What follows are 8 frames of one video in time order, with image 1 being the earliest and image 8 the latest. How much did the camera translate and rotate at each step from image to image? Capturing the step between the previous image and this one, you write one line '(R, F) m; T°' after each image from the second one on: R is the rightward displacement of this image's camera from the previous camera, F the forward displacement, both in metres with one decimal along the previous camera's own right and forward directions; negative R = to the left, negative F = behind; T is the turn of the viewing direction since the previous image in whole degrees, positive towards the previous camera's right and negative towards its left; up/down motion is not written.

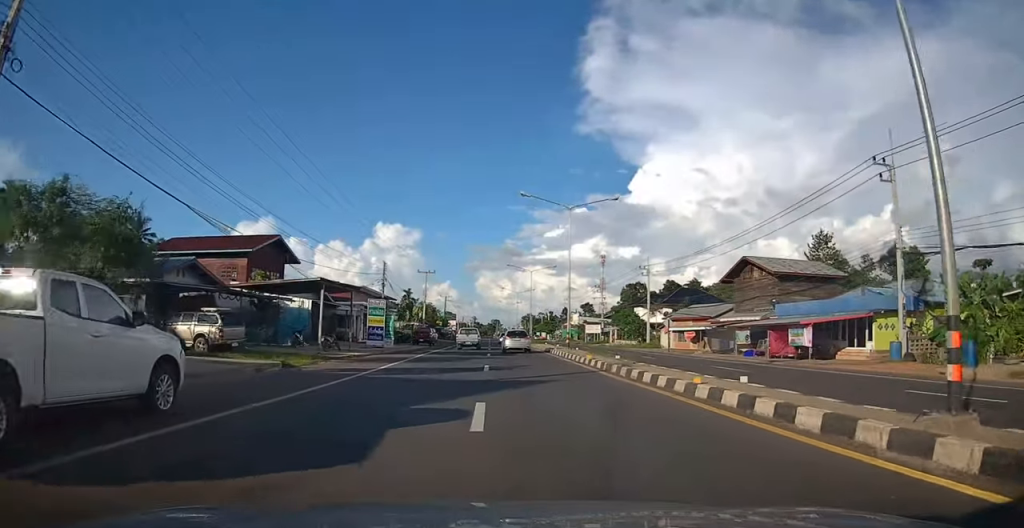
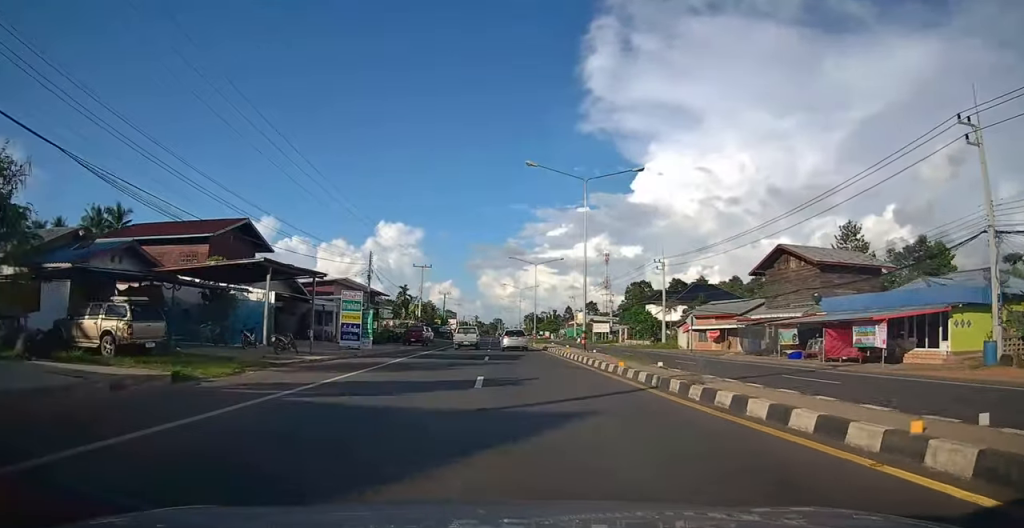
(0.0, +6.2) m; 0°
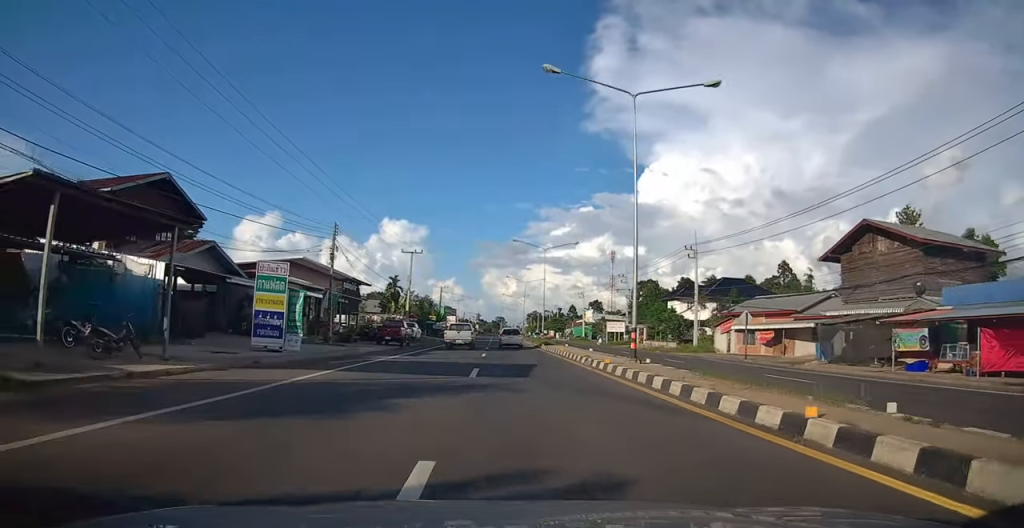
(-0.1, +10.8) m; +1°
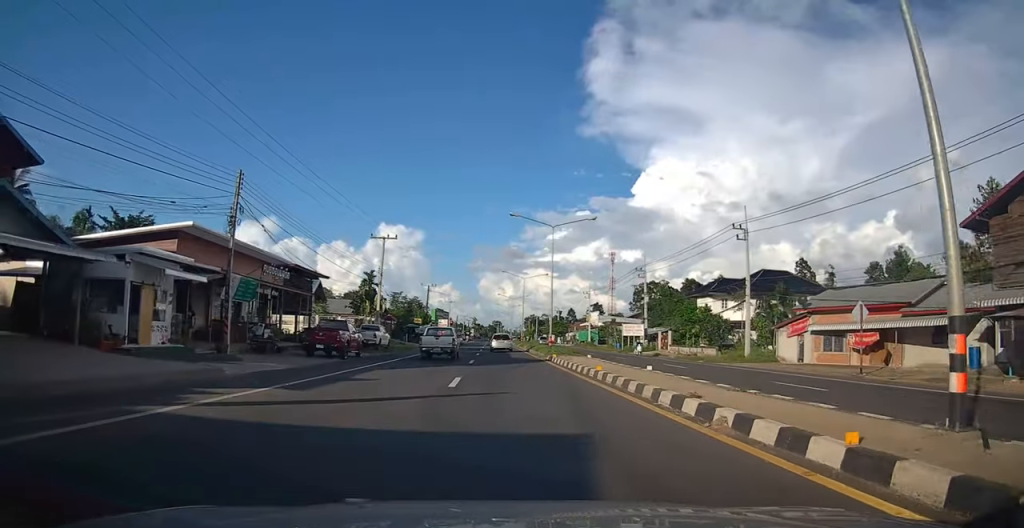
(+0.4, +13.5) m; 0°
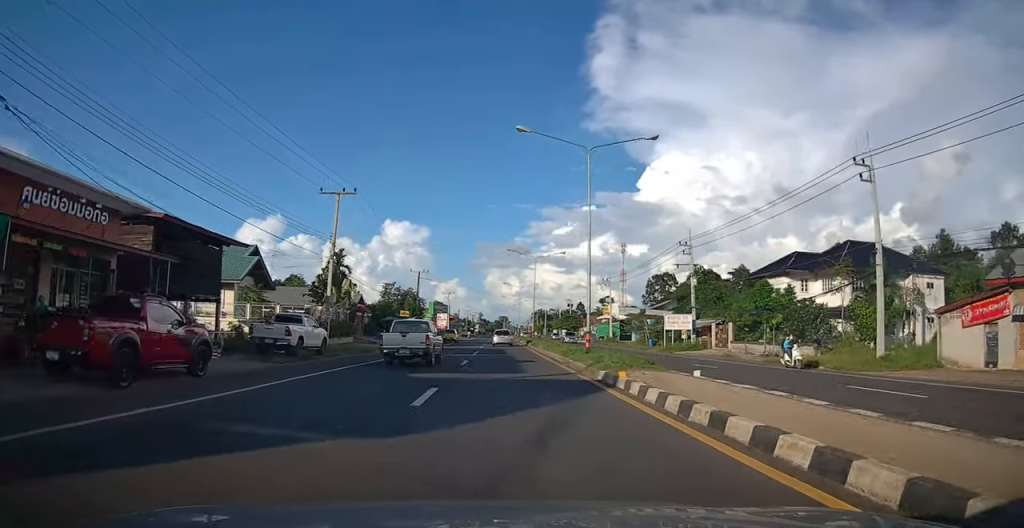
(-0.4, +16.3) m; -1°
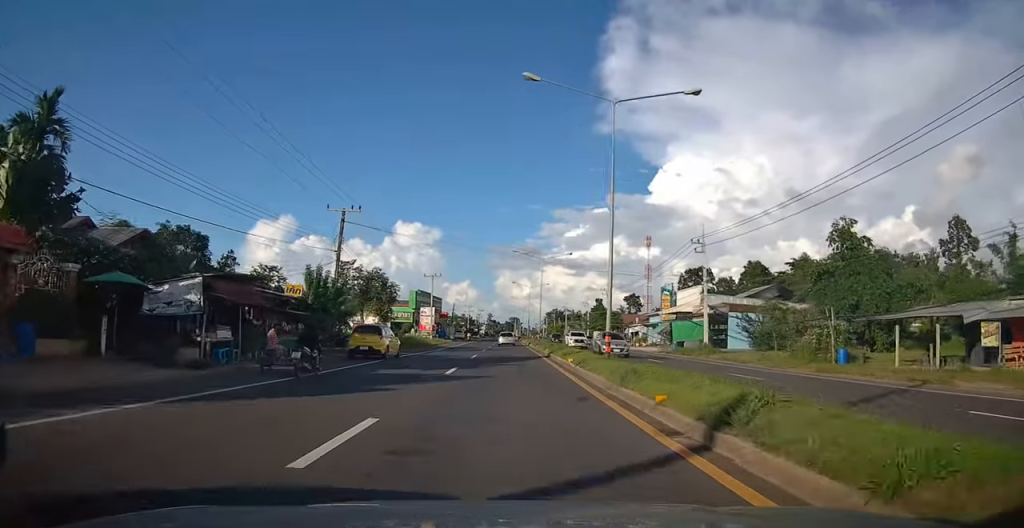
(-0.6, +41.3) m; -1°
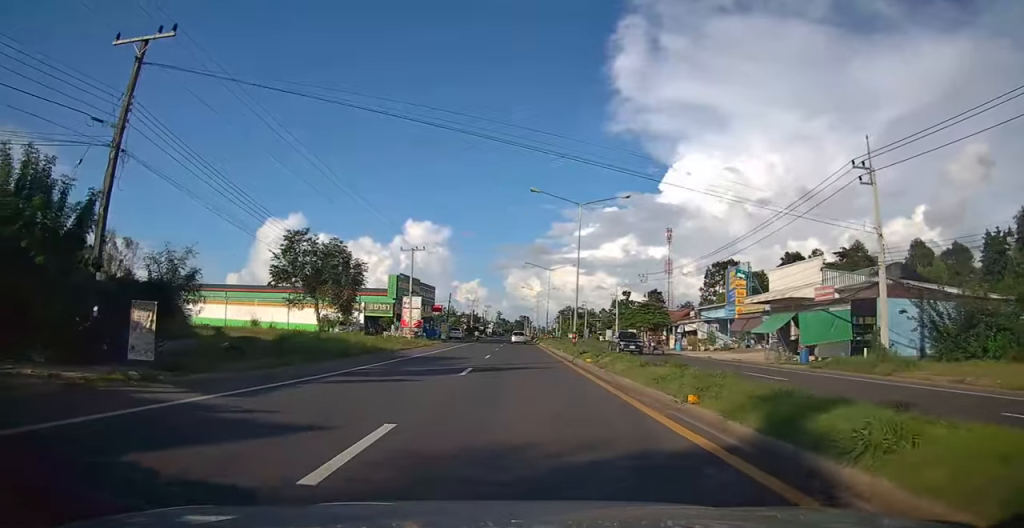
(+0.3, +24.7) m; -2°
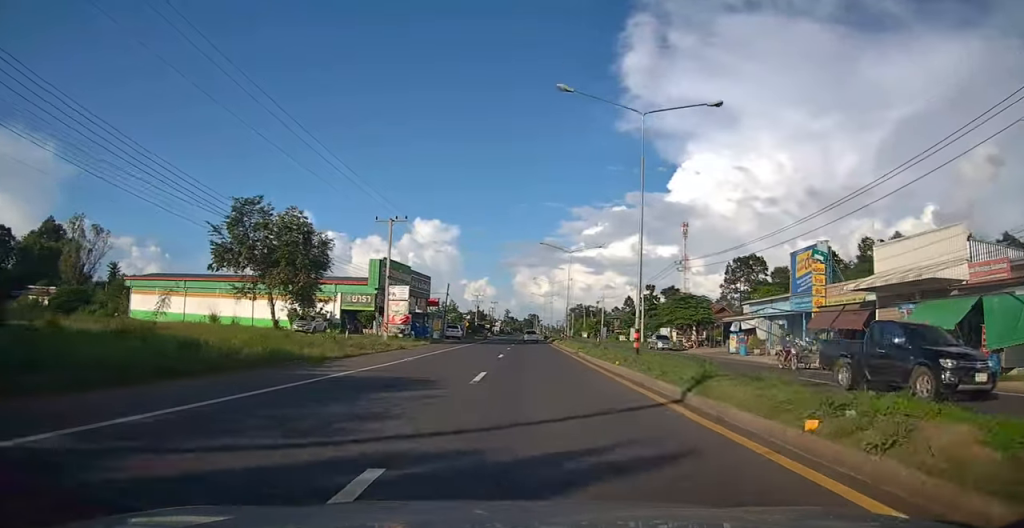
(-0.3, +14.5) m; -1°
